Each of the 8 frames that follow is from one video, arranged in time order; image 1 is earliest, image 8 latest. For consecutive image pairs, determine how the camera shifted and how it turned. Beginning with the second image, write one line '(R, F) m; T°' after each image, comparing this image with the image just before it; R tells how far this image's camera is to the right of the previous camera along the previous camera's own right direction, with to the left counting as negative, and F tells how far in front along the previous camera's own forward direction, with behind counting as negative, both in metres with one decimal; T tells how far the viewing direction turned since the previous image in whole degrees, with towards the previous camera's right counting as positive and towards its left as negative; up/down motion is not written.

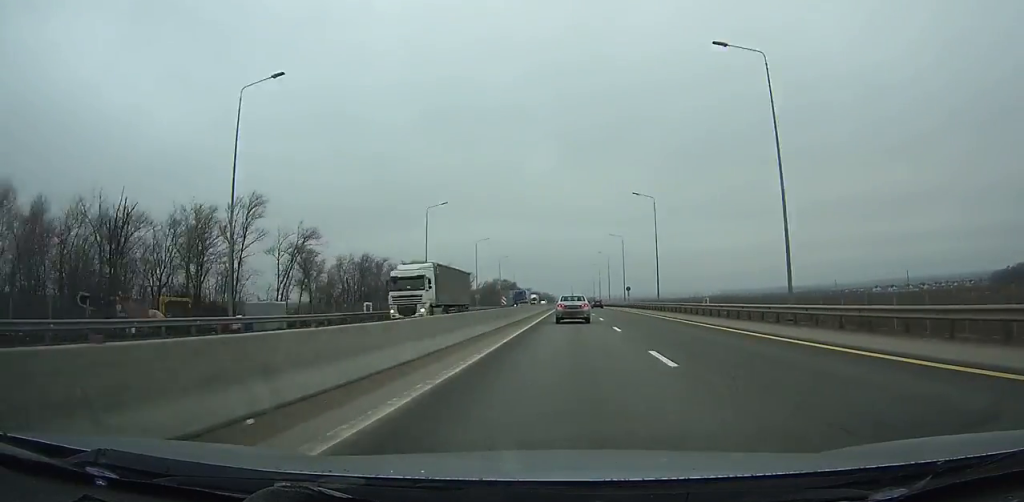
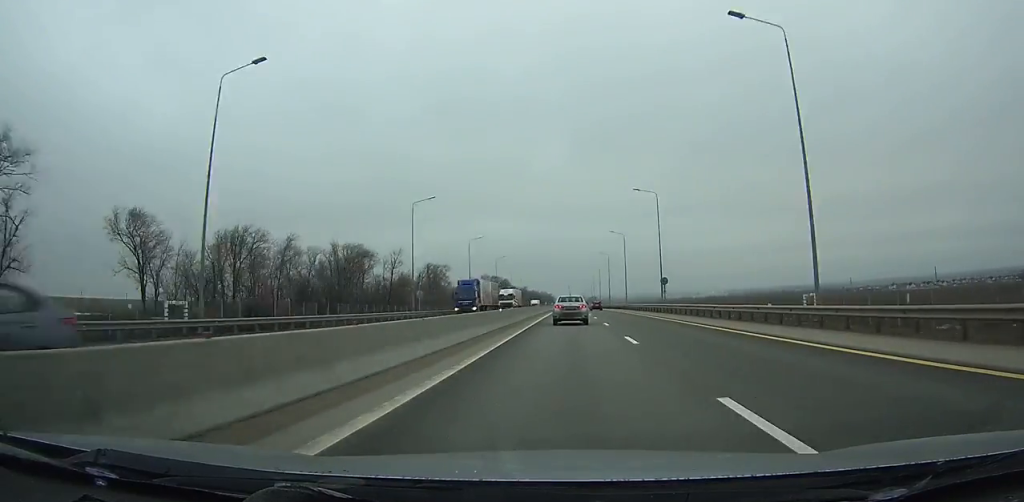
(0.0, +42.7) m; 0°
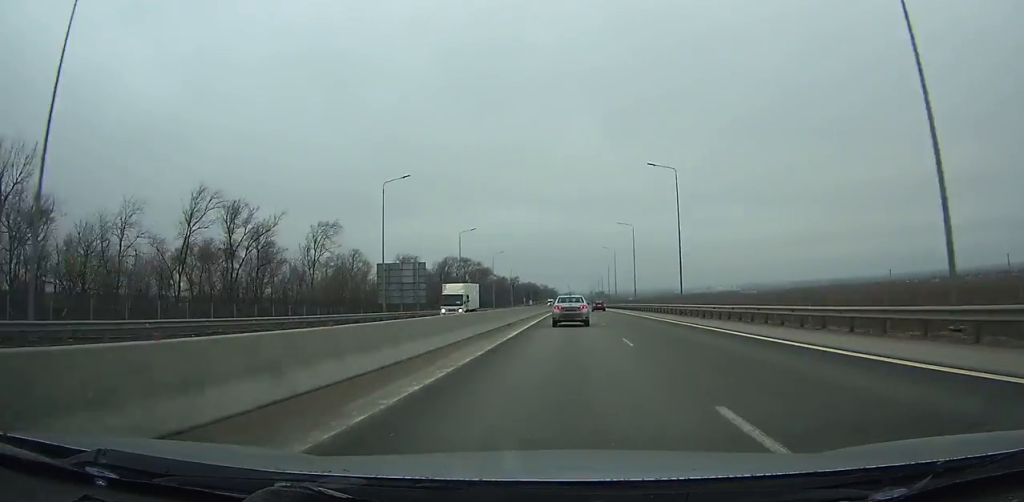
(0.0, +85.5) m; 0°
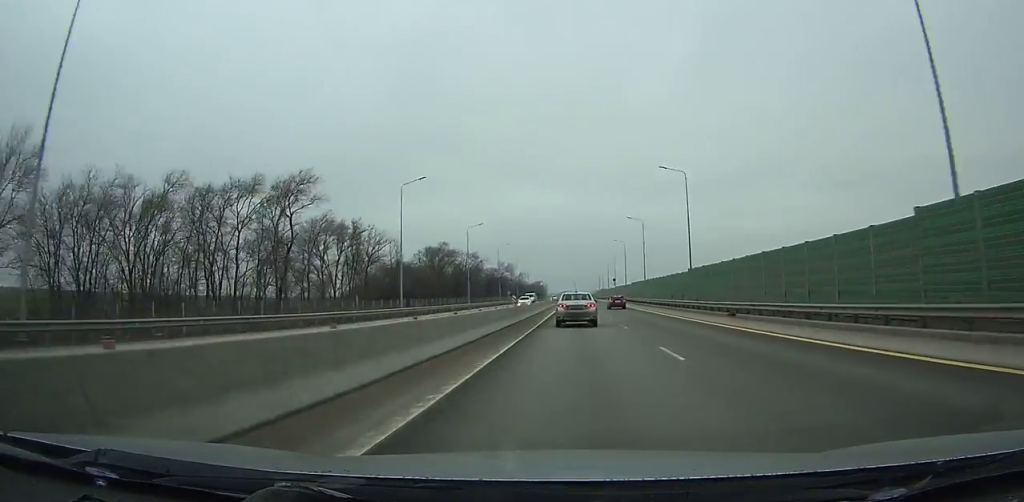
(+0.8, +221.6) m; +1°
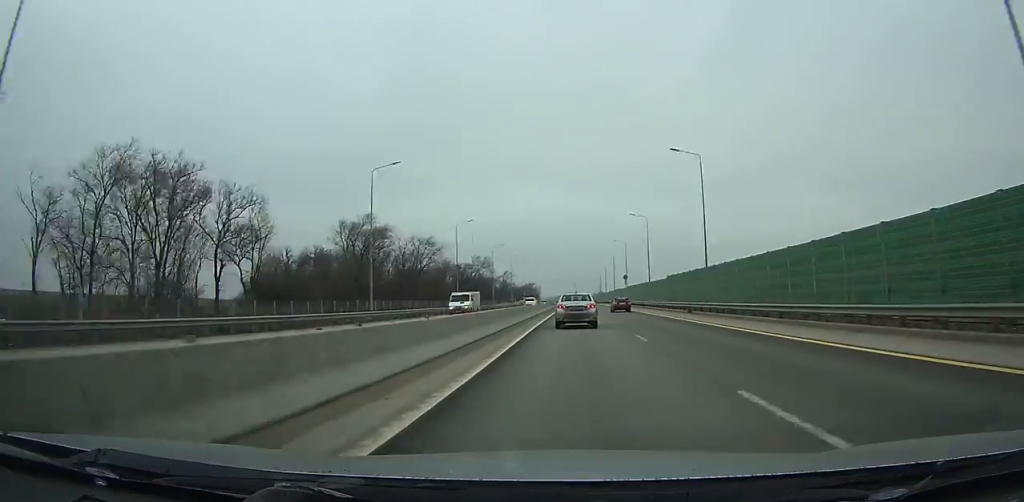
(0.0, +42.9) m; 0°
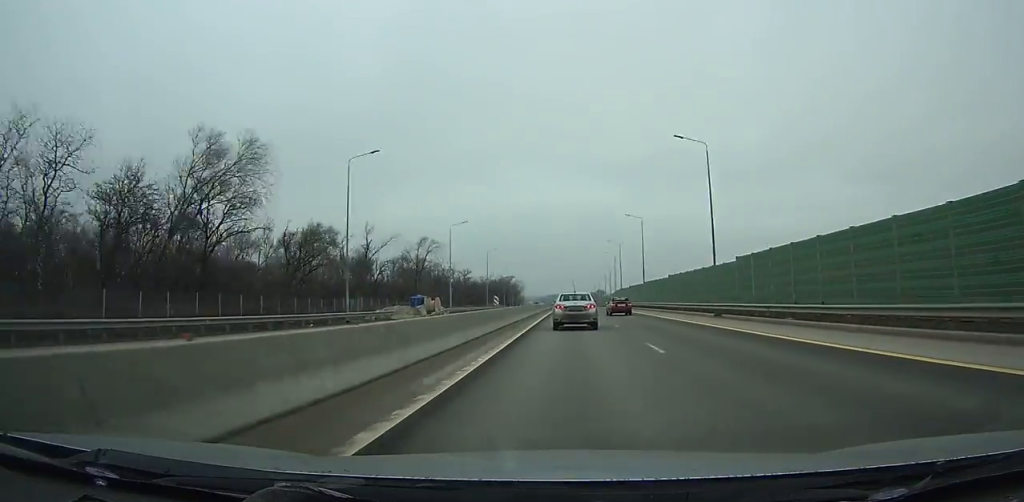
(+0.5, +112.0) m; 0°
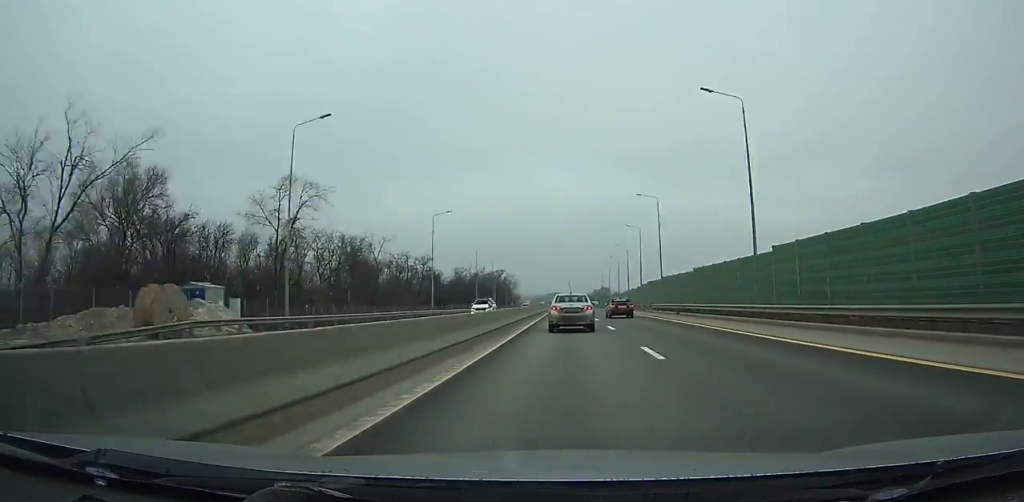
(0.0, +49.1) m; 0°
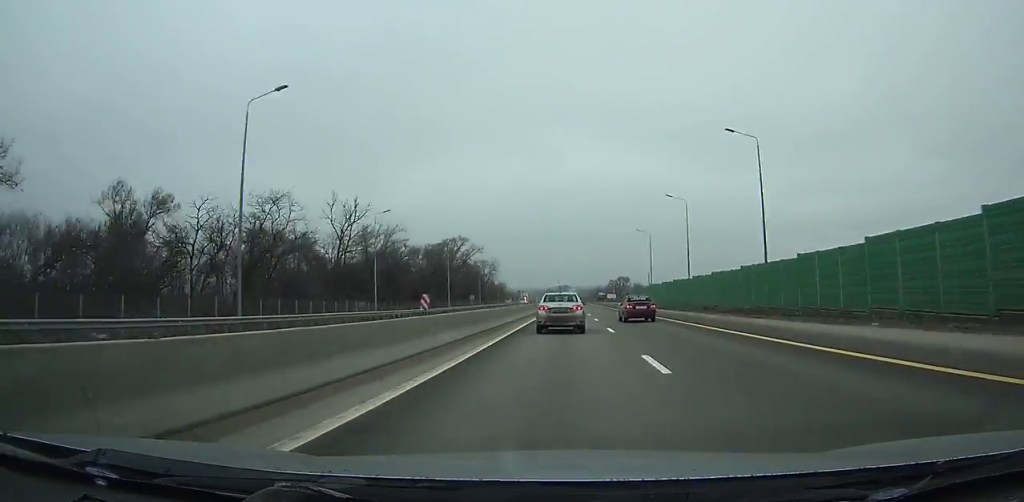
(-0.8, +110.9) m; -1°
